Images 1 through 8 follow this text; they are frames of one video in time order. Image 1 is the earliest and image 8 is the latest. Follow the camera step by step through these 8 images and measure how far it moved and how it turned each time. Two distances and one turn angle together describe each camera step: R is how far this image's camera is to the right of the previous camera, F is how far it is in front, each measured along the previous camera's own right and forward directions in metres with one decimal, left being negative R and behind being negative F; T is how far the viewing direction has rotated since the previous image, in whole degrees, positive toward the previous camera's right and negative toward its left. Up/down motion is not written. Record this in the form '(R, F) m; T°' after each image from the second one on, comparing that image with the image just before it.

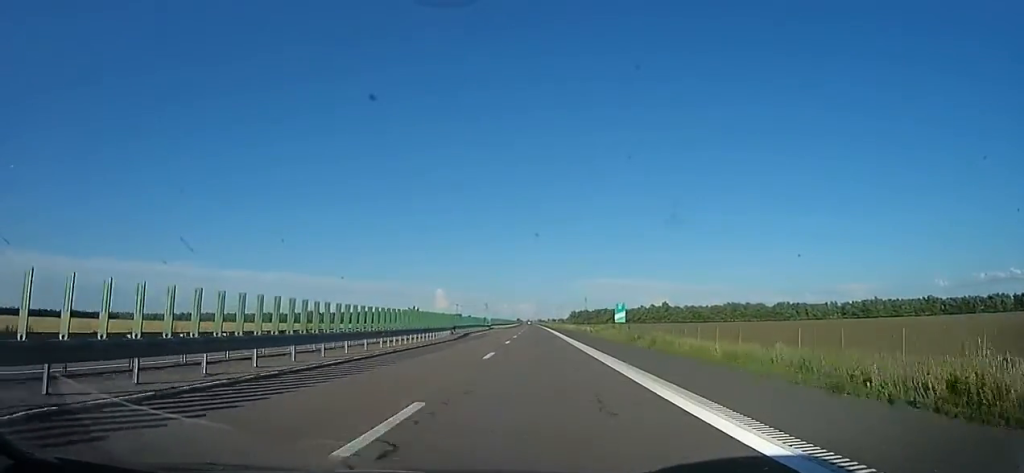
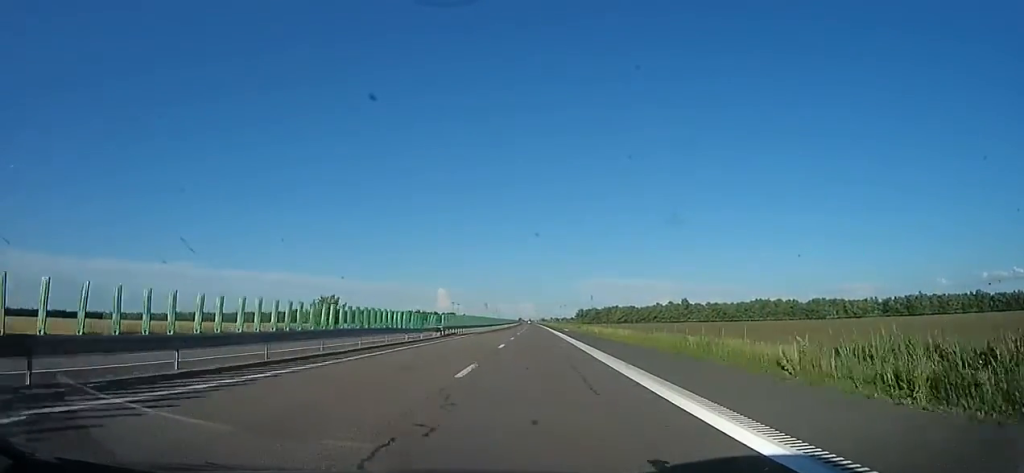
(-1.0, +41.8) m; -2°
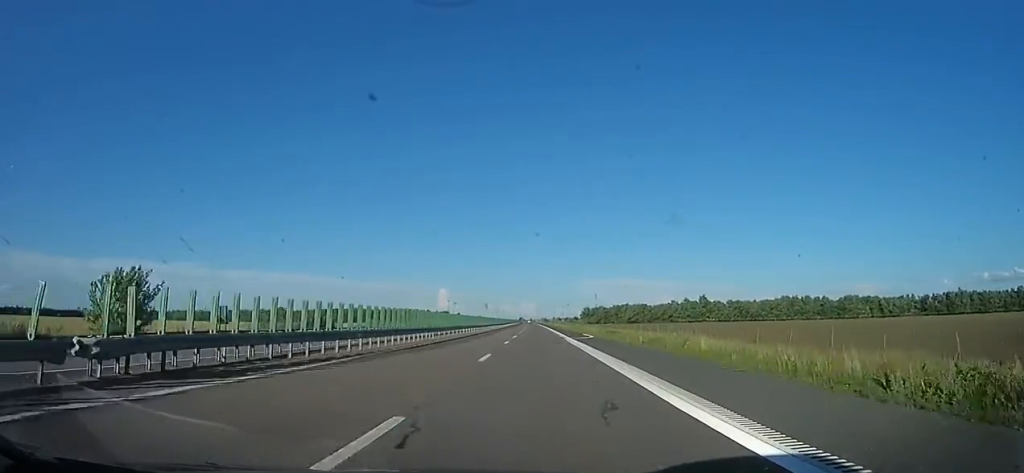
(0.0, +31.7) m; 0°
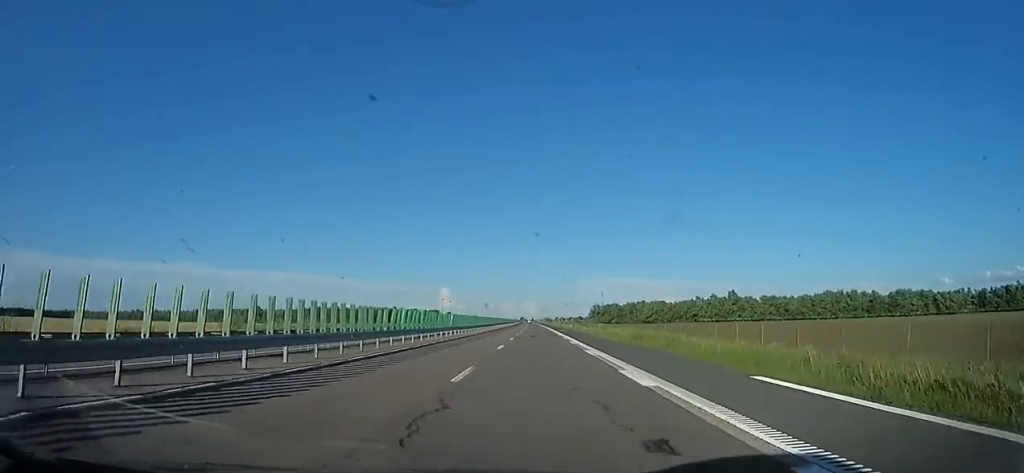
(-0.2, +40.9) m; 0°
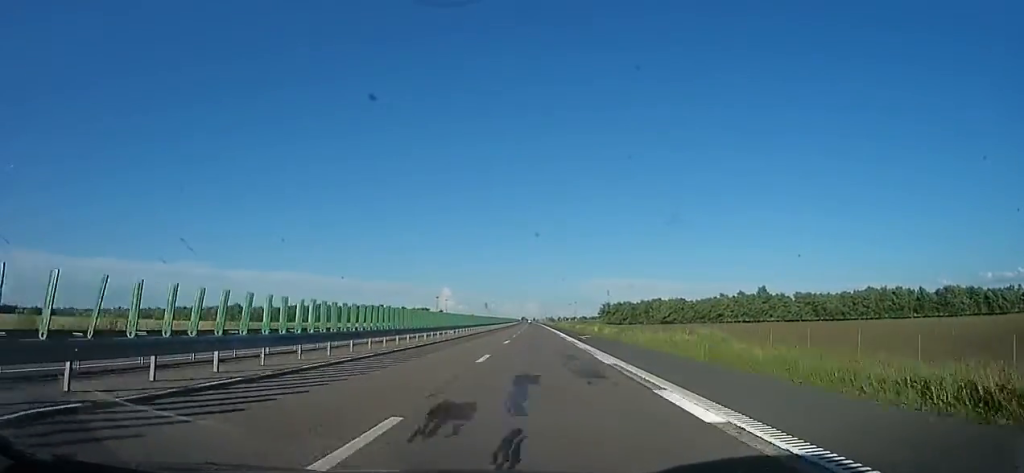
(+0.2, +31.0) m; 0°
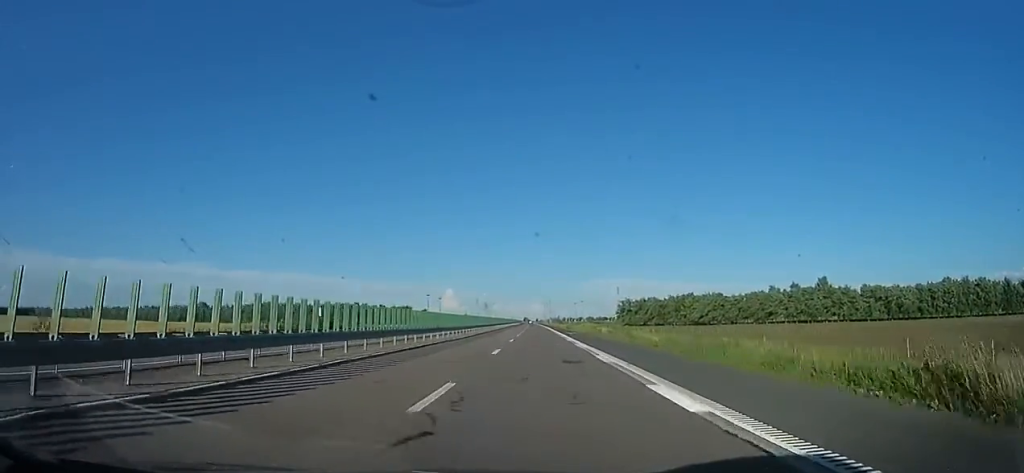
(-0.3, +44.6) m; 0°
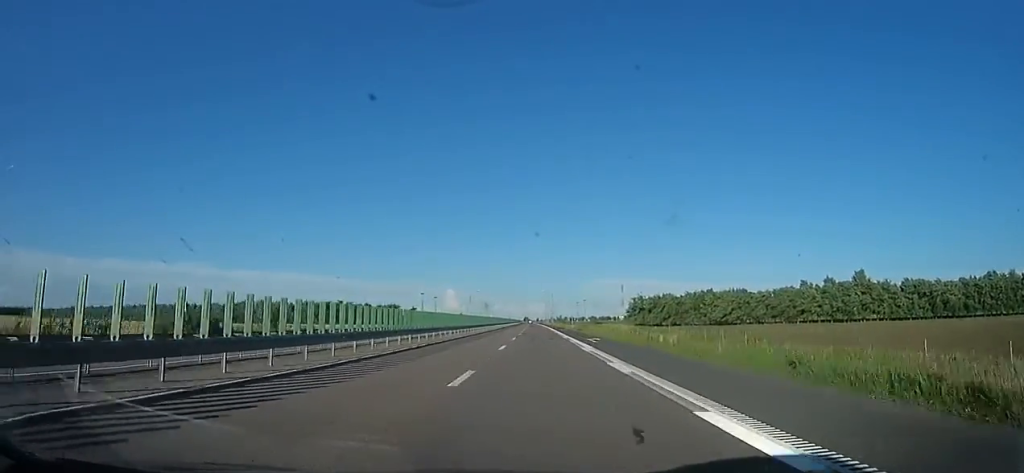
(+0.2, +21.1) m; 0°
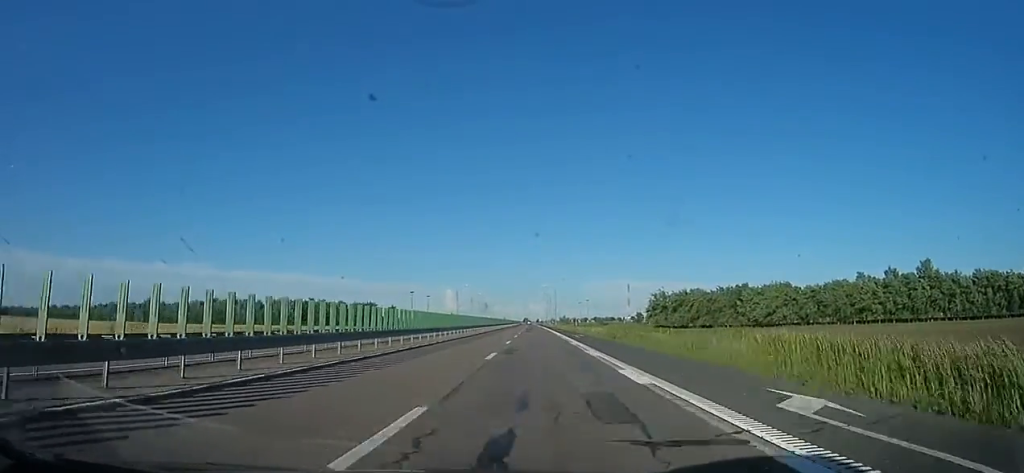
(+0.7, +29.2) m; 0°
